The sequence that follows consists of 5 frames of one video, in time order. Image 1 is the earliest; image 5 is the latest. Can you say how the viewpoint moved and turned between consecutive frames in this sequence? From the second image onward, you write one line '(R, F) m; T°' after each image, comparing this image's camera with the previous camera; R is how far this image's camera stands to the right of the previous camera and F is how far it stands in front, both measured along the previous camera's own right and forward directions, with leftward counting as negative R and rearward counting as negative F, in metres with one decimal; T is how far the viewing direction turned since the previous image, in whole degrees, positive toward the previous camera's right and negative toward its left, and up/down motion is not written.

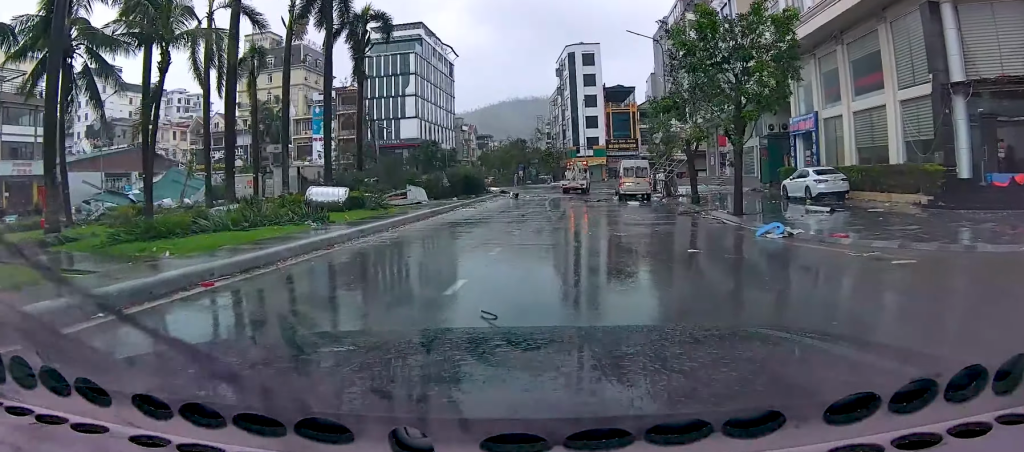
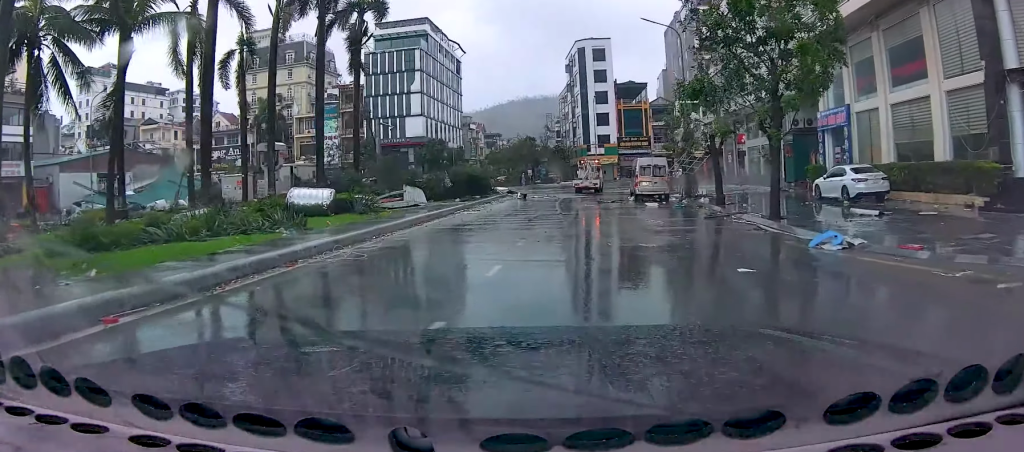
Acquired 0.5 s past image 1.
(0.0, +2.6) m; +2°
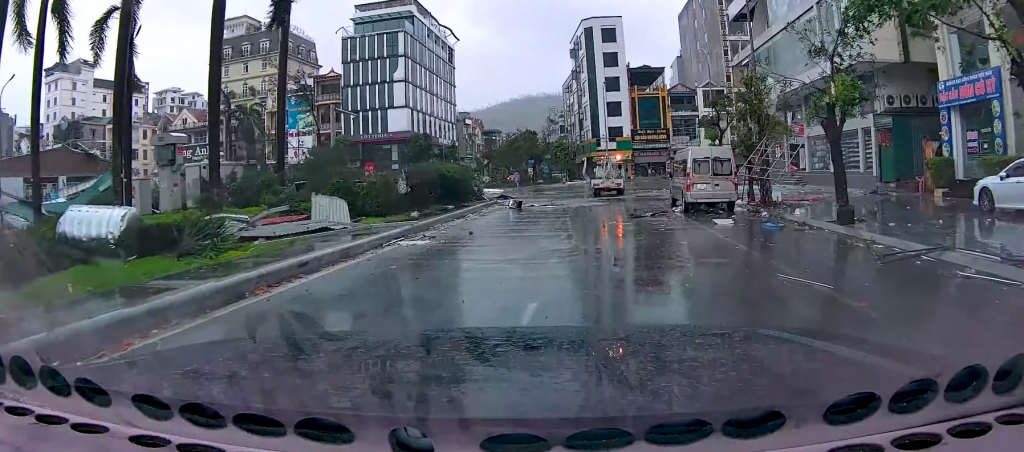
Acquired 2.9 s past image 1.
(-0.6, +11.4) m; -7°
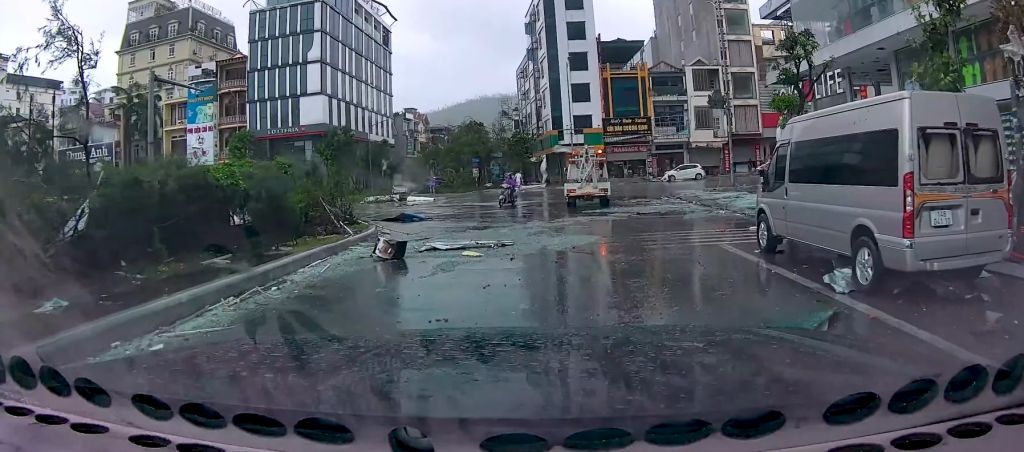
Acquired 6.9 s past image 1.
(+1.0, +17.7) m; +11°
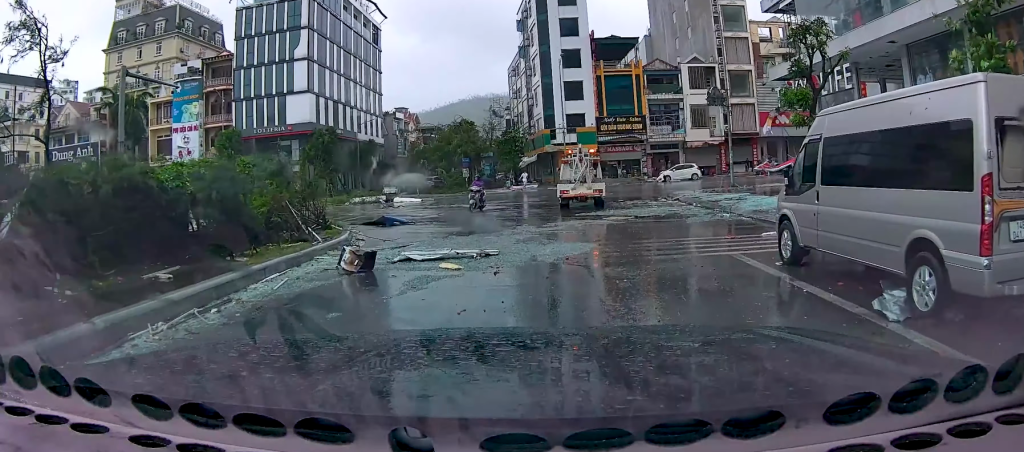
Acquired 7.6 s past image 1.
(+0.1, +2.1) m; -1°
